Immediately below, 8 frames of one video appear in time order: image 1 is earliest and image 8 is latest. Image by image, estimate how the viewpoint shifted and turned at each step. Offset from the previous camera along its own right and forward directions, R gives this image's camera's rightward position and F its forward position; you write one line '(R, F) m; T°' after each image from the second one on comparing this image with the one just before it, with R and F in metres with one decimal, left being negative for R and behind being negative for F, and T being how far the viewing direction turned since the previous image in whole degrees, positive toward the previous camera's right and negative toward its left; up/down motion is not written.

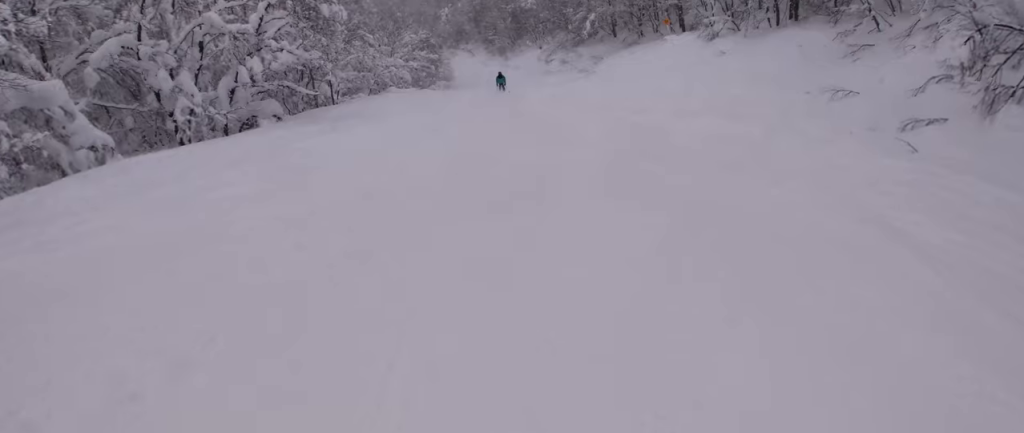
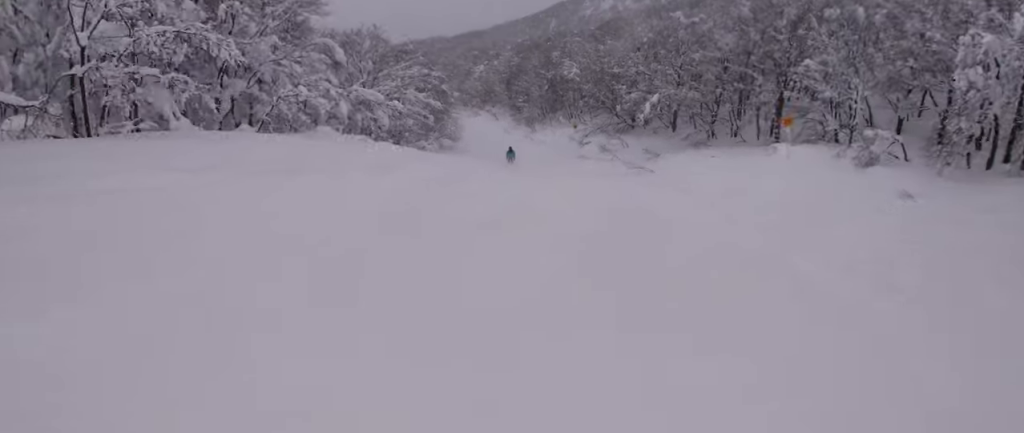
(-0.6, +18.3) m; -5°
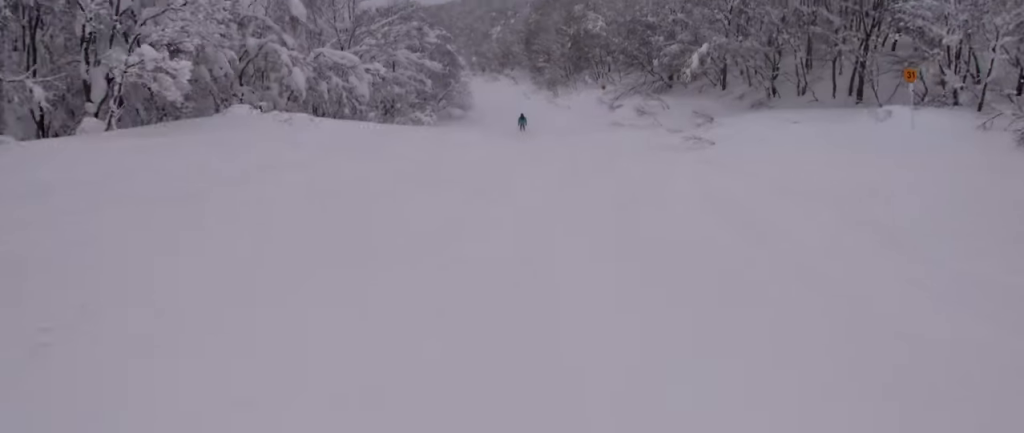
(-0.3, +8.6) m; +1°
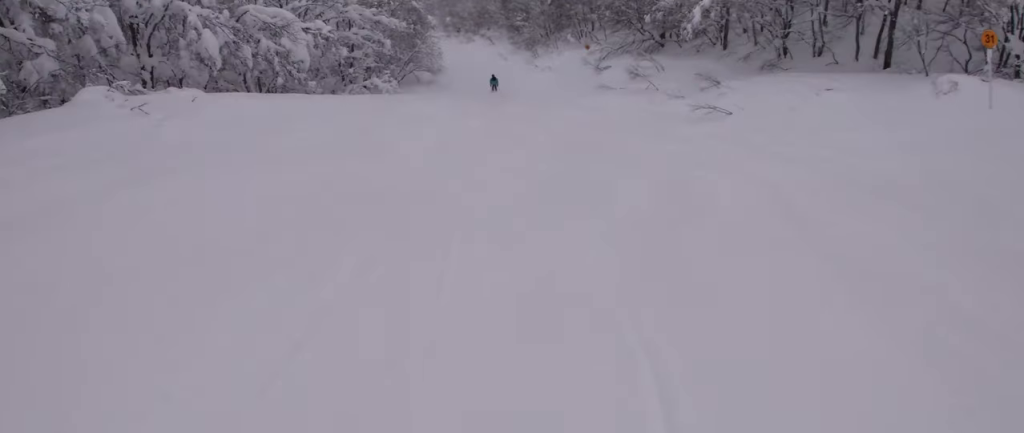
(-0.3, +5.3) m; +1°
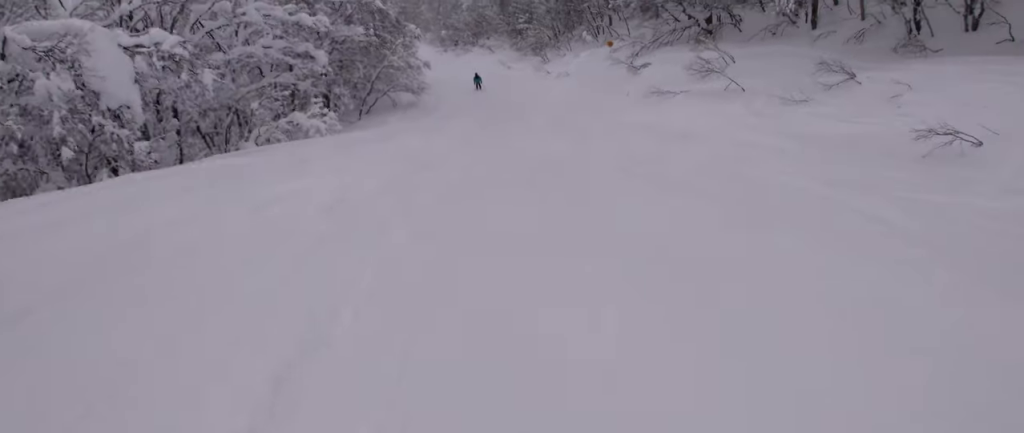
(+0.8, +13.6) m; -2°
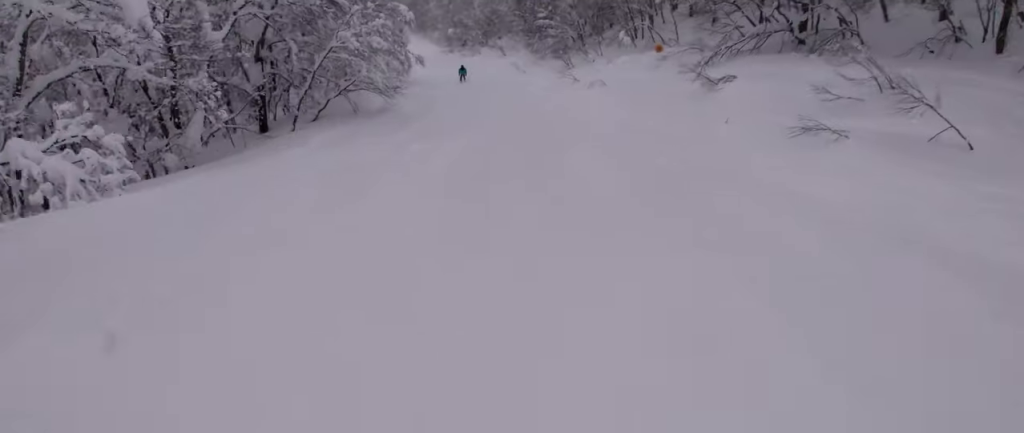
(-1.0, +12.5) m; -4°
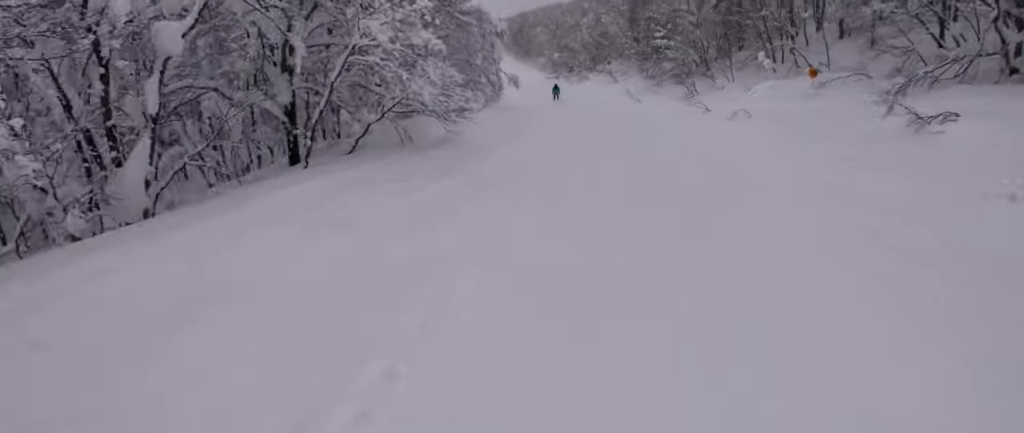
(-0.1, +7.8) m; +2°
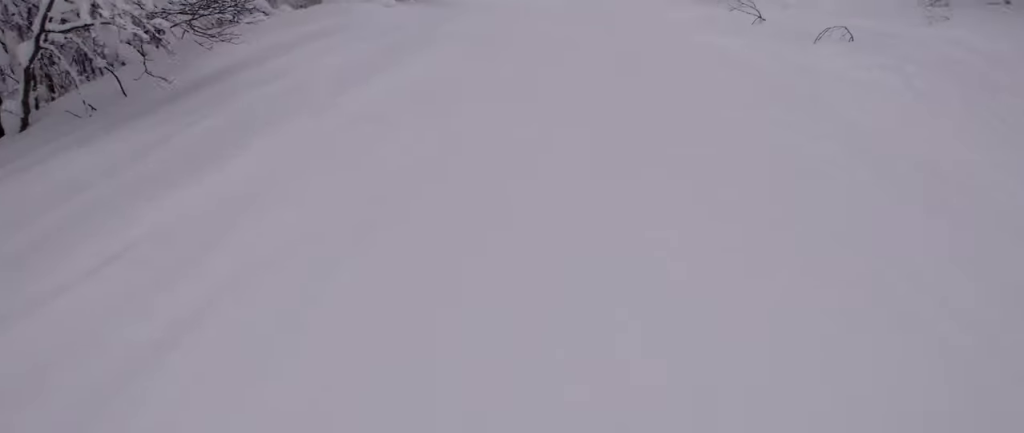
(+0.6, +10.3) m; -7°
